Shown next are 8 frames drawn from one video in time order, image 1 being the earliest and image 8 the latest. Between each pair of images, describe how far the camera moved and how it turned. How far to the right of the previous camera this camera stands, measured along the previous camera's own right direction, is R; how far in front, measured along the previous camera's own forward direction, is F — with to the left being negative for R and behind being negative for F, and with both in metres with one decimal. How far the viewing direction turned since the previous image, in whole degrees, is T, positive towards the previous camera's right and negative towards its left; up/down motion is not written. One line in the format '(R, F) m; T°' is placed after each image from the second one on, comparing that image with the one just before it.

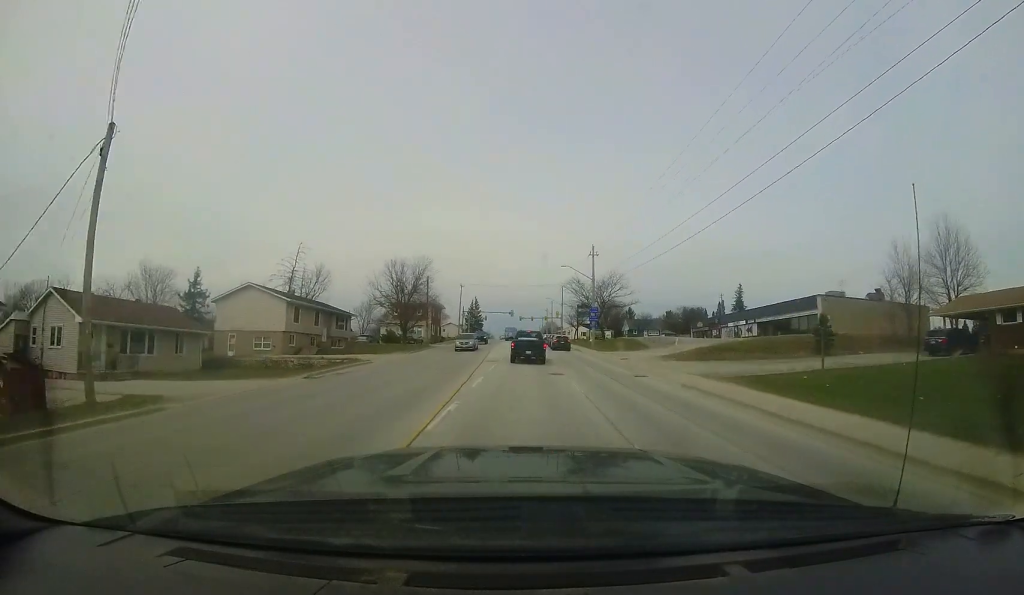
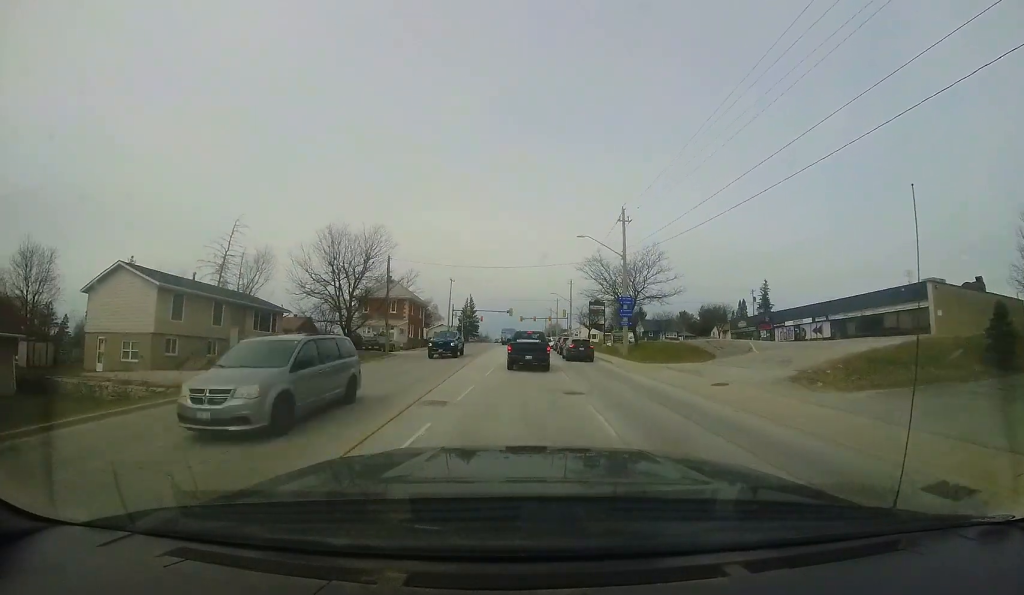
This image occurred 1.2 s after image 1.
(-0.1, +13.1) m; -1°
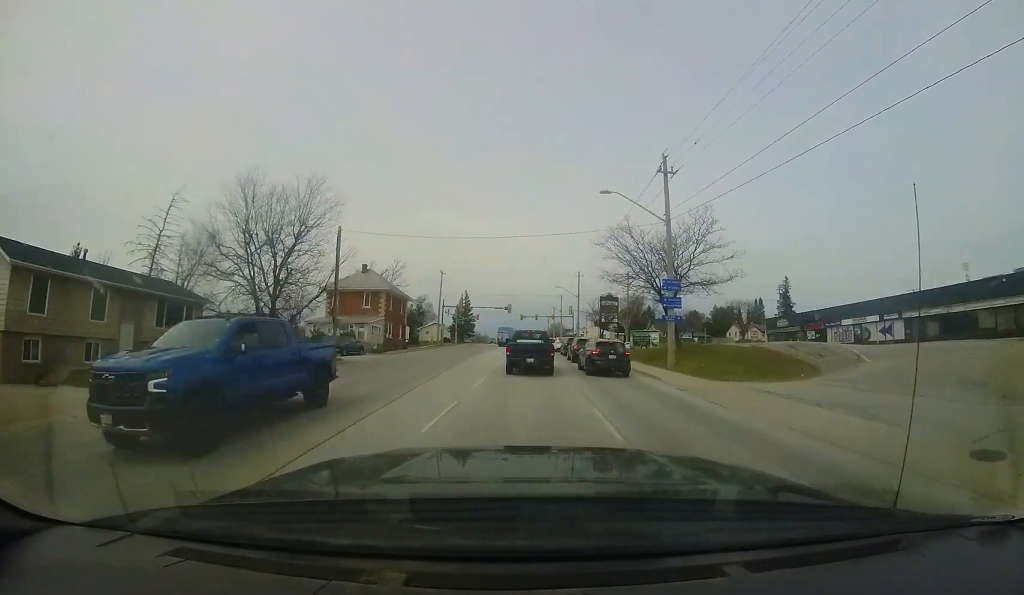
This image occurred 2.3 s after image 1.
(-0.1, +9.2) m; -1°
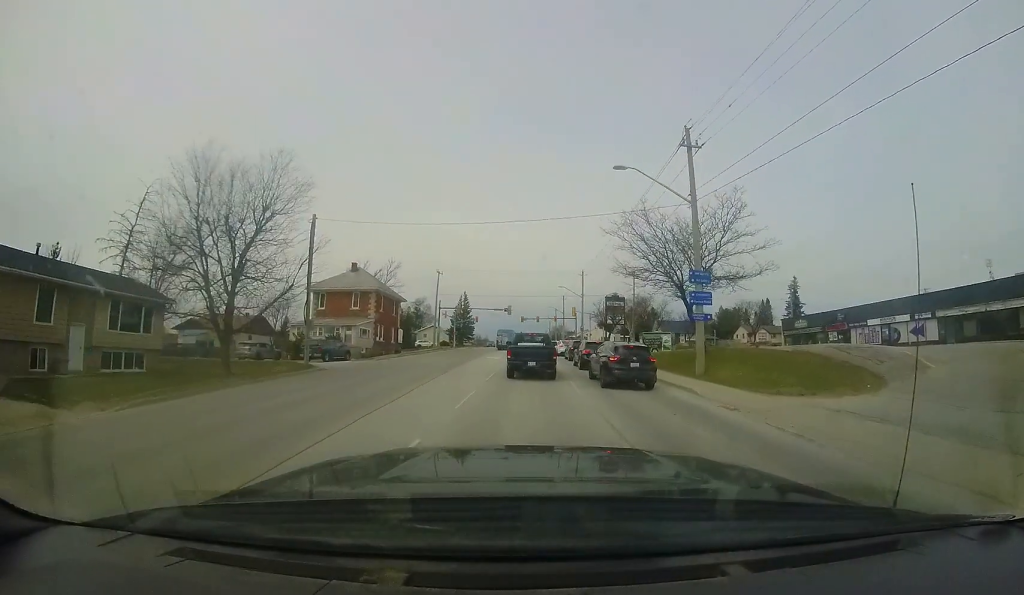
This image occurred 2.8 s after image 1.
(0.0, +3.4) m; 0°
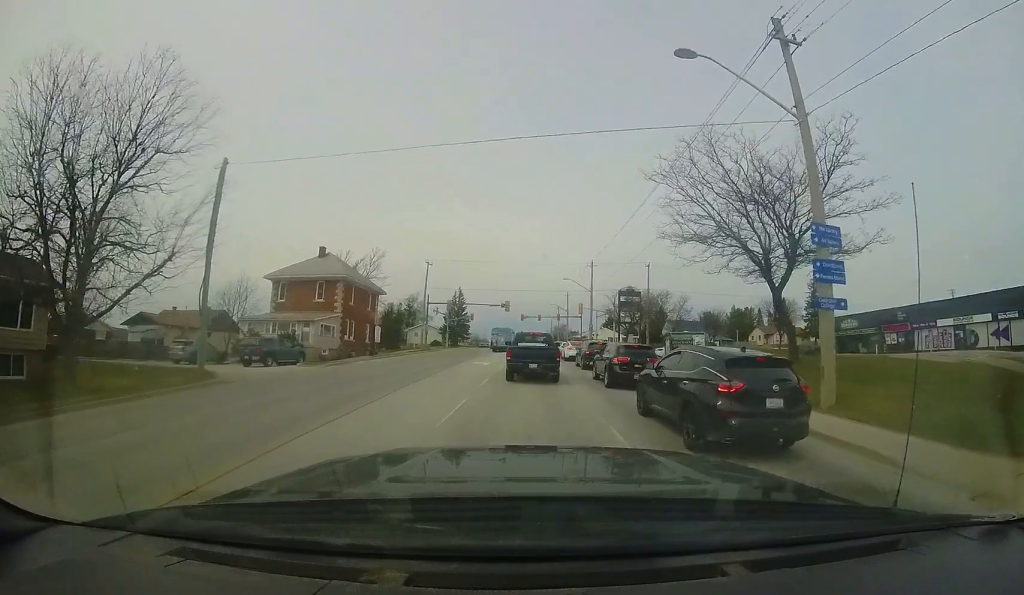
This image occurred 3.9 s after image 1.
(0.0, +7.3) m; -1°
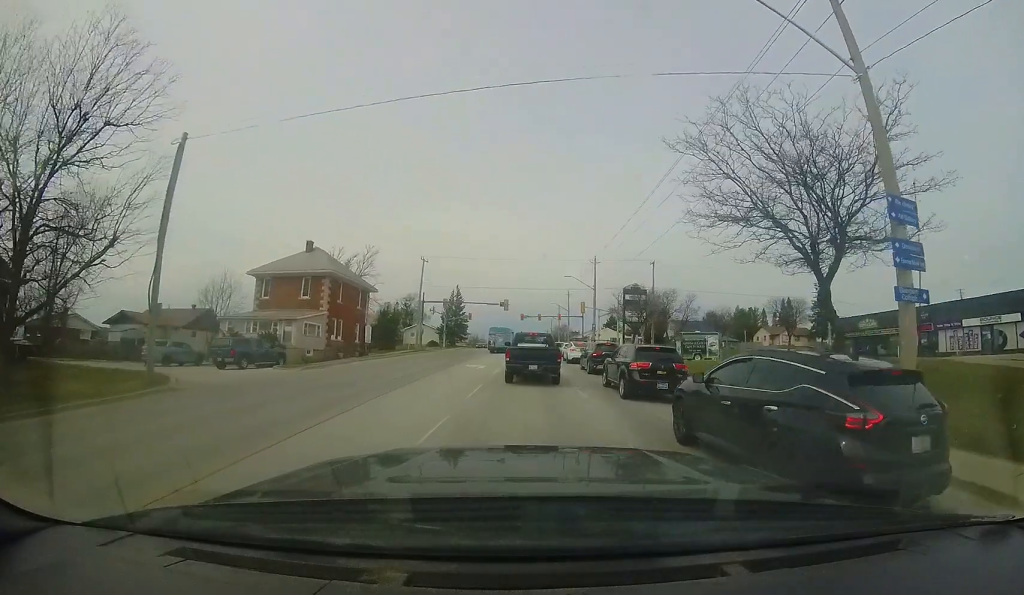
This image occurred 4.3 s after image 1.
(0.0, +2.2) m; -1°
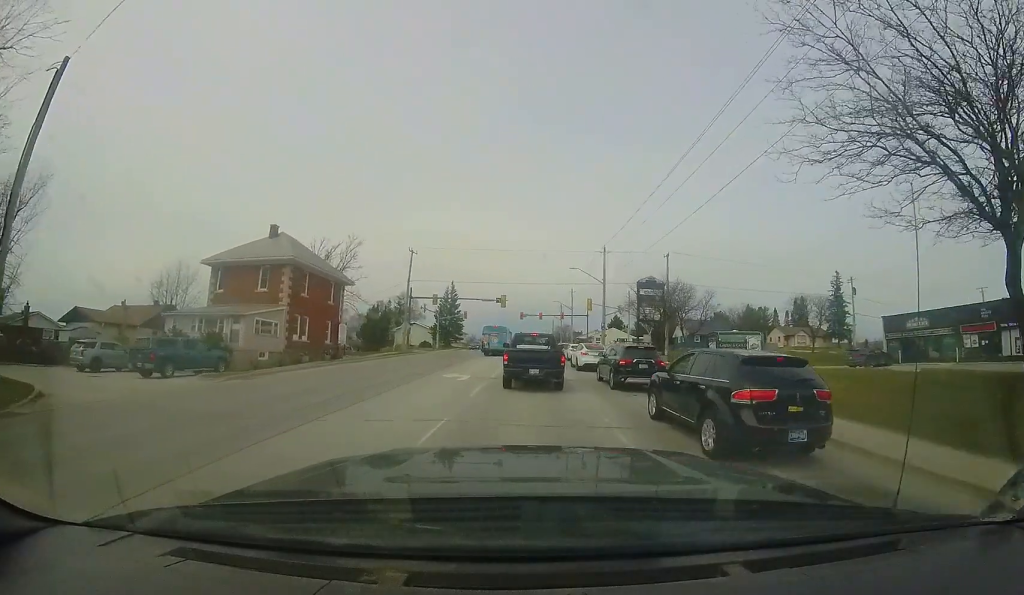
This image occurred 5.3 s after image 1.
(-0.1, +5.2) m; -2°
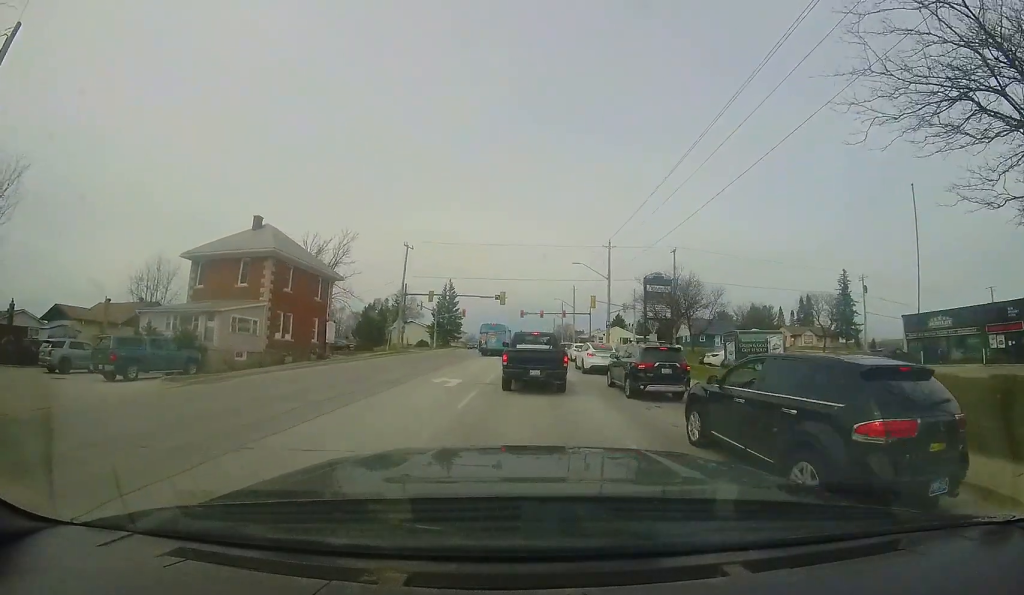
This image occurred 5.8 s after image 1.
(0.0, +2.1) m; -1°
